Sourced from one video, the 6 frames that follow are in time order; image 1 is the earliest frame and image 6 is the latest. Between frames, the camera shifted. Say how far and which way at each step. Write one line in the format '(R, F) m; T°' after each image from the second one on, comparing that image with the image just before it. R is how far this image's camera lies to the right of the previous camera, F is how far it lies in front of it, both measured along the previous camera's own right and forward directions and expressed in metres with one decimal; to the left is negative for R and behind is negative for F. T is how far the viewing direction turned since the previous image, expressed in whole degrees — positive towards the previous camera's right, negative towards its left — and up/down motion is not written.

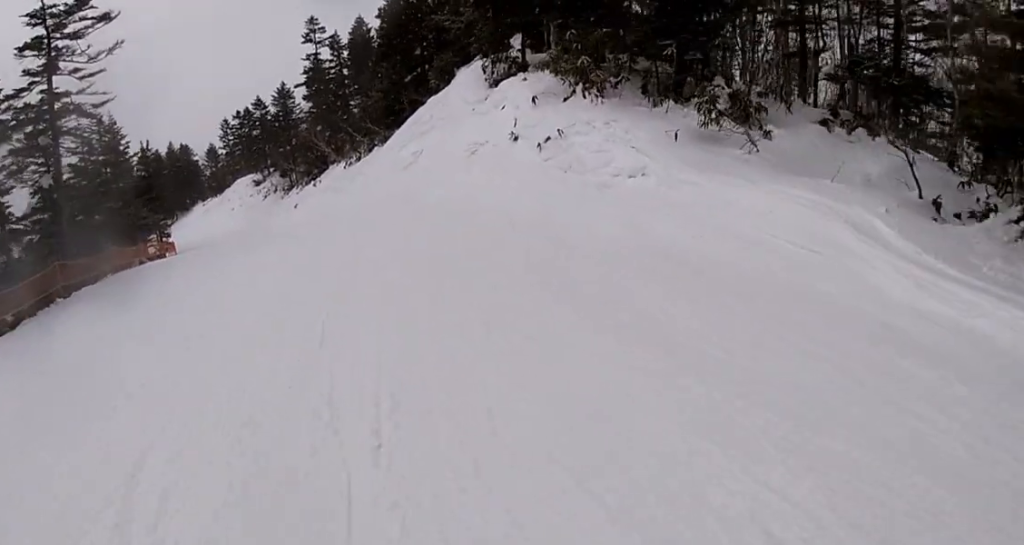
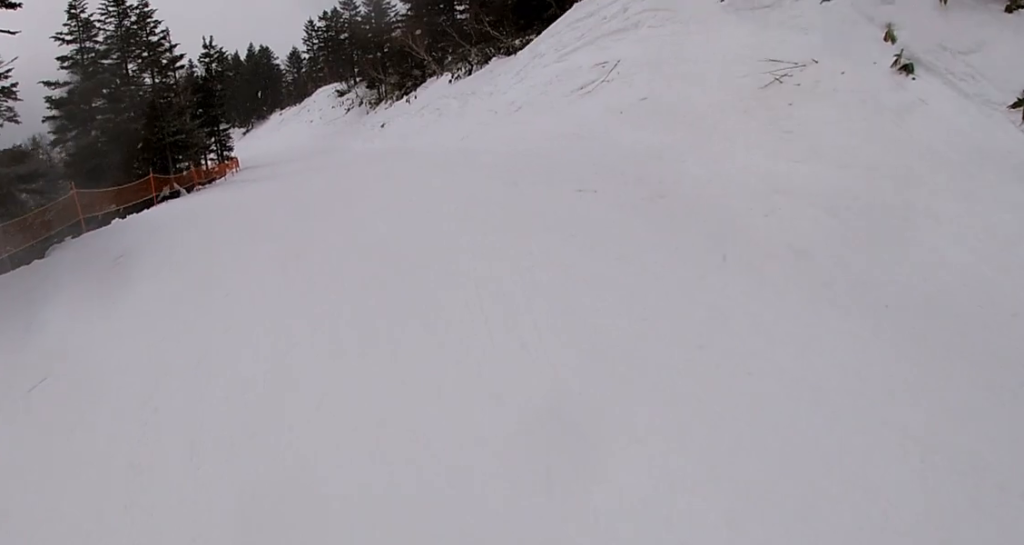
(-0.7, +8.3) m; -9°
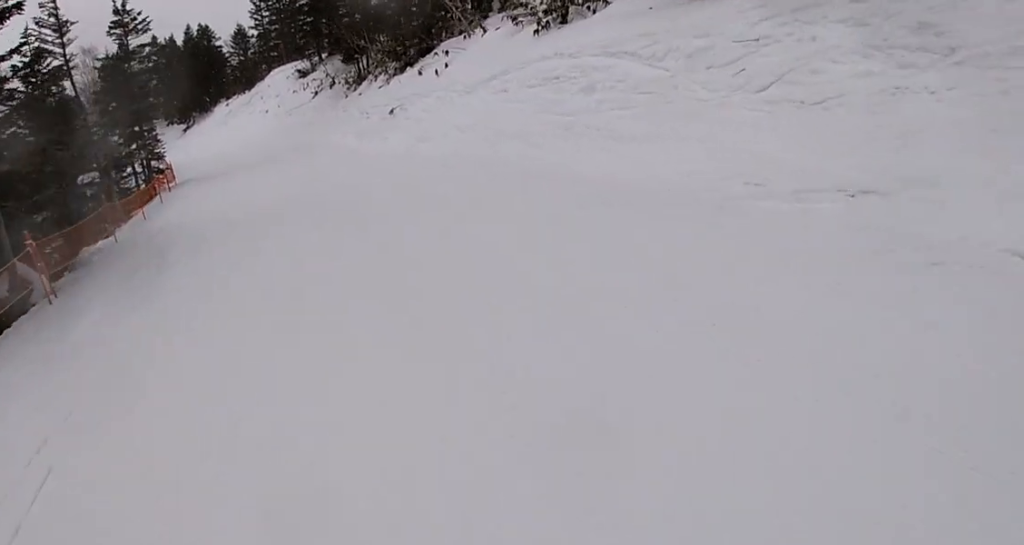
(+0.5, +13.9) m; +8°
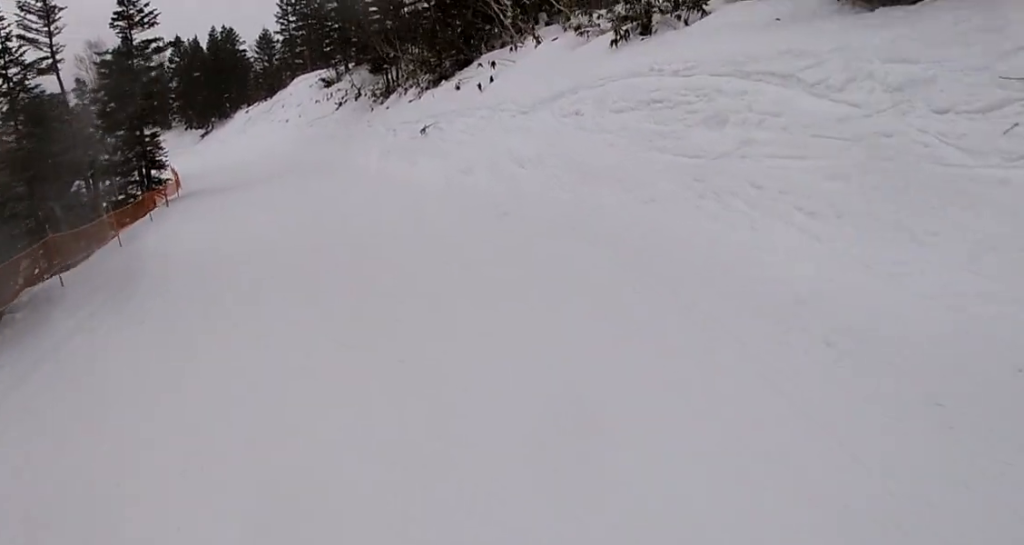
(+0.3, +3.8) m; +2°
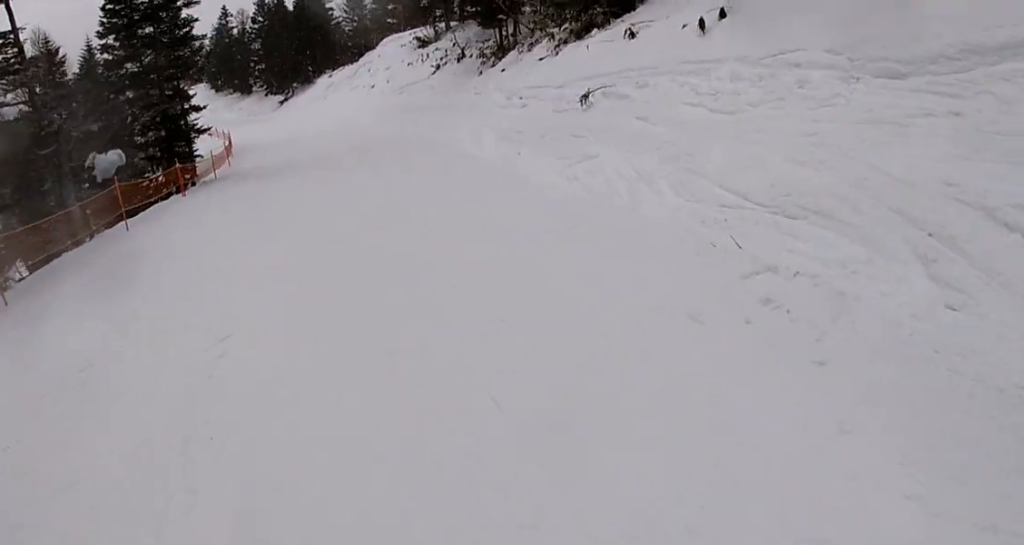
(-0.6, +9.0) m; -13°
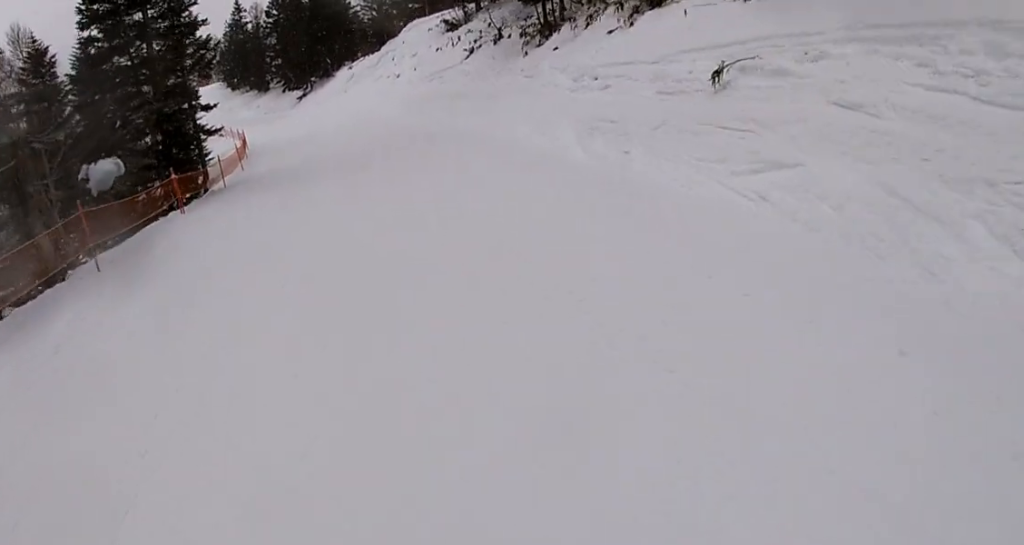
(-0.6, +3.6) m; -4°
